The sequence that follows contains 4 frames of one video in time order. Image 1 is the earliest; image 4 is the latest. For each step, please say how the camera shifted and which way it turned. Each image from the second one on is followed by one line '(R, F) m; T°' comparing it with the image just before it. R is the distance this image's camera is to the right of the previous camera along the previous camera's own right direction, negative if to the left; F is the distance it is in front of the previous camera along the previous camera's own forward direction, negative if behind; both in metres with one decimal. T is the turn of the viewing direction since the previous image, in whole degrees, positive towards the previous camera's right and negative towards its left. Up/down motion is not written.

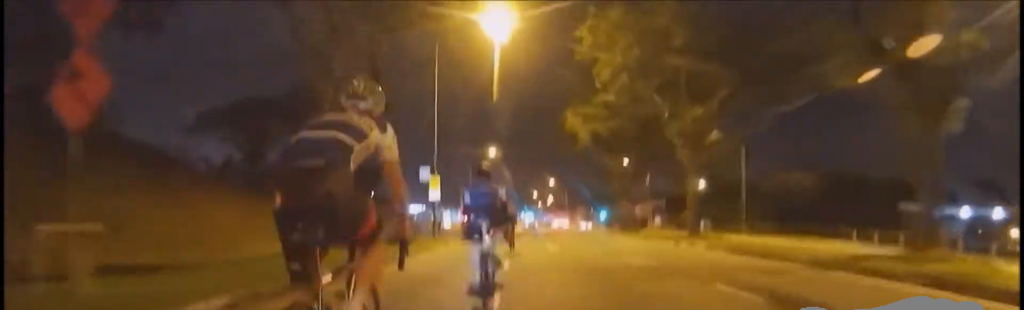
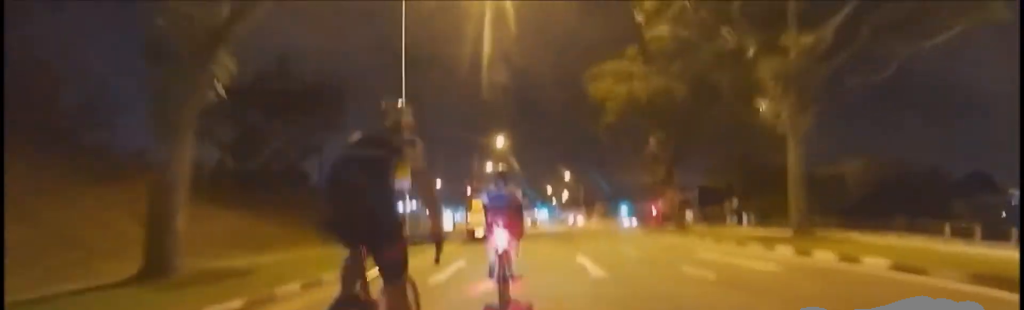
(+0.3, +9.9) m; 0°
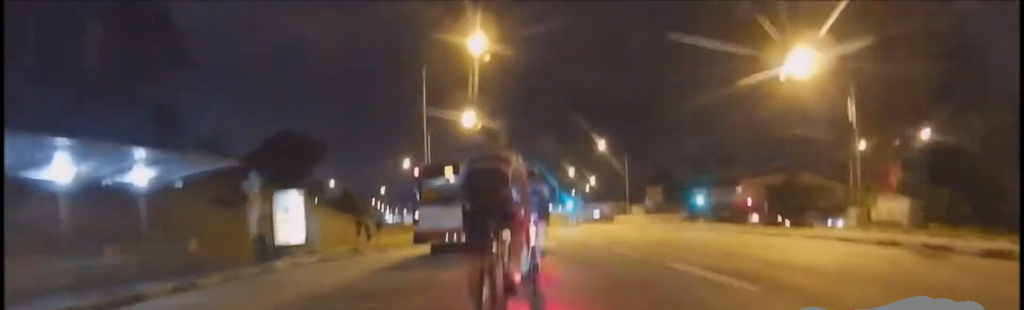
(-0.1, +43.0) m; -4°
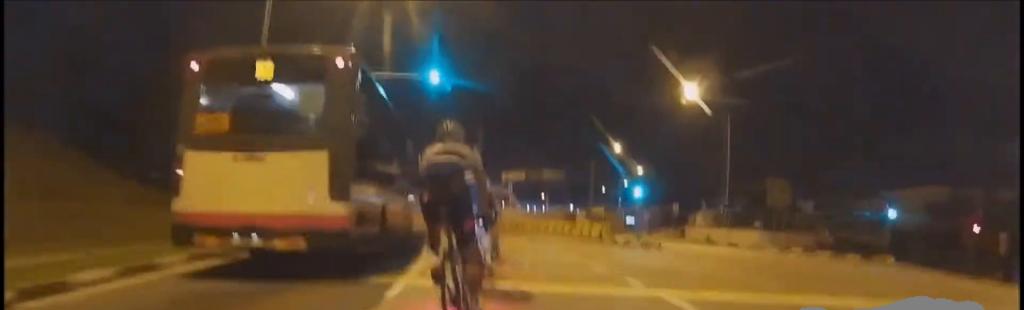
(+1.5, +34.8) m; -3°
